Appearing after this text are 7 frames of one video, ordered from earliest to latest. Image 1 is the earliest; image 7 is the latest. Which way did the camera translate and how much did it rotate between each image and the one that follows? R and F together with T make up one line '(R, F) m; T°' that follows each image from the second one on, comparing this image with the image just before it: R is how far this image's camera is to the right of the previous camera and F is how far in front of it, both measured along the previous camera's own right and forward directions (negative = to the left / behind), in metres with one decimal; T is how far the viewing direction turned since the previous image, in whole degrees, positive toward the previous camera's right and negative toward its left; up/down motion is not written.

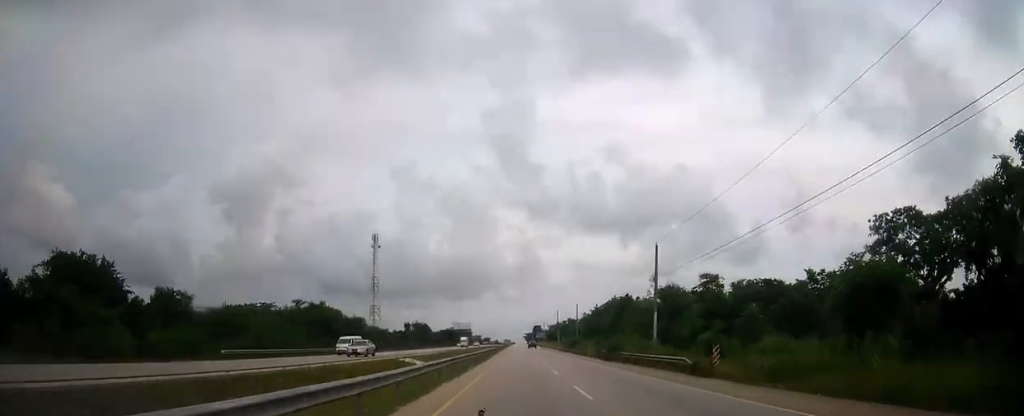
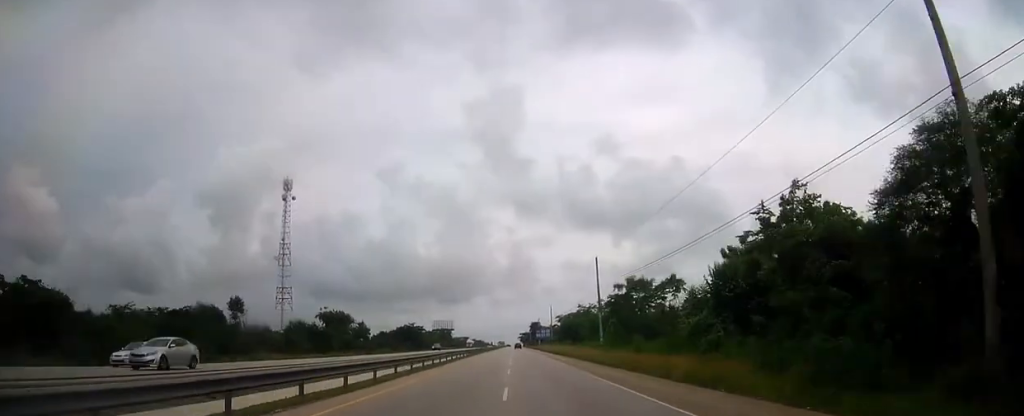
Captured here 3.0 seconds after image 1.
(+0.6, +96.6) m; 0°
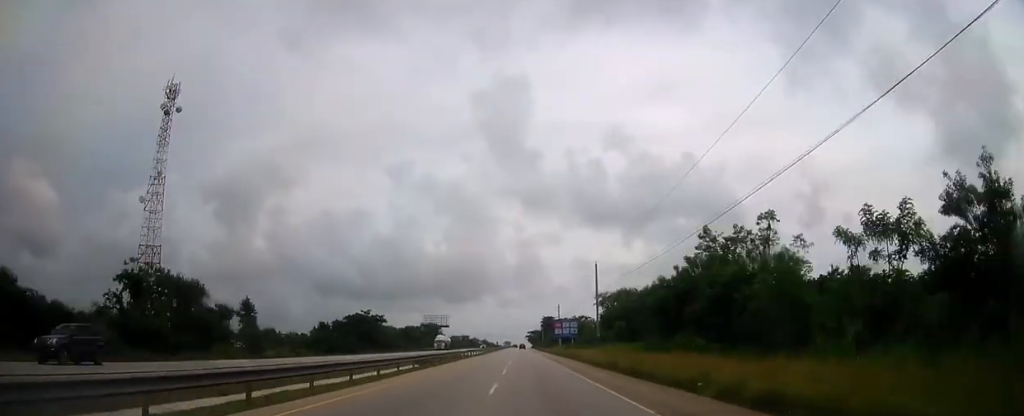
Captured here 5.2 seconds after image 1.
(-0.3, +69.6) m; 0°
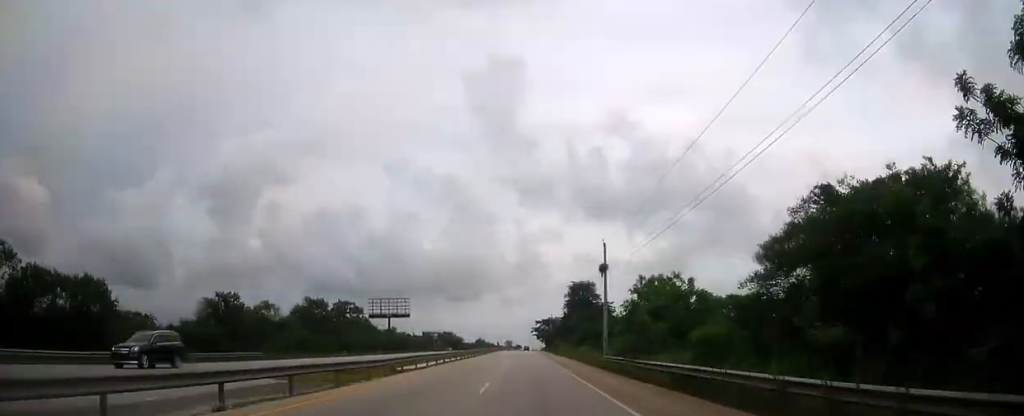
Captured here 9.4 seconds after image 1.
(-0.6, +133.0) m; 0°
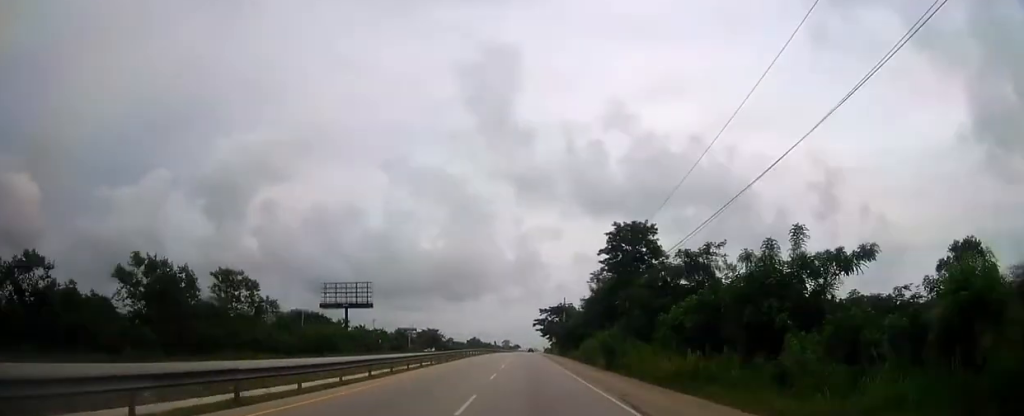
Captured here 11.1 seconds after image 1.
(0.0, +53.3) m; 0°
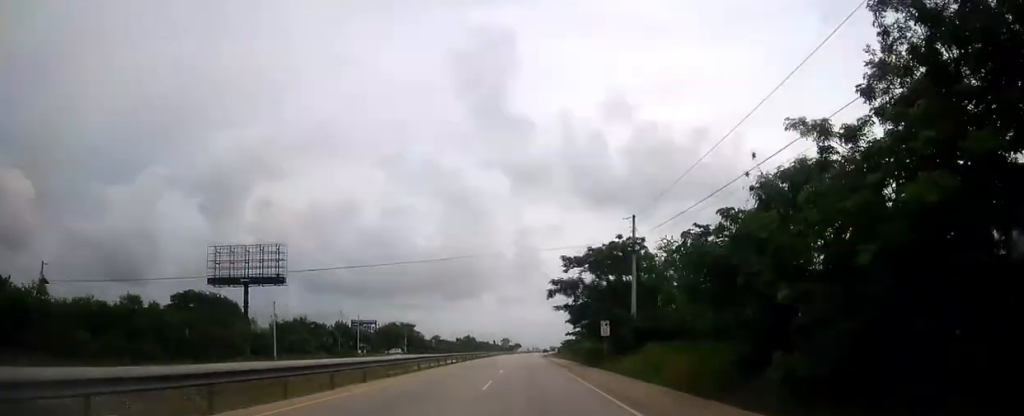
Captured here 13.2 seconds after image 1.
(-0.1, +66.1) m; 0°
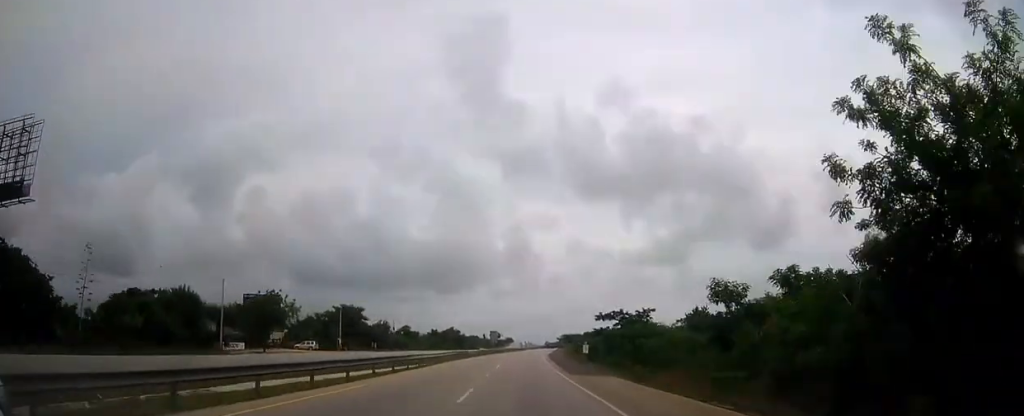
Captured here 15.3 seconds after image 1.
(+0.1, +65.0) m; +1°
